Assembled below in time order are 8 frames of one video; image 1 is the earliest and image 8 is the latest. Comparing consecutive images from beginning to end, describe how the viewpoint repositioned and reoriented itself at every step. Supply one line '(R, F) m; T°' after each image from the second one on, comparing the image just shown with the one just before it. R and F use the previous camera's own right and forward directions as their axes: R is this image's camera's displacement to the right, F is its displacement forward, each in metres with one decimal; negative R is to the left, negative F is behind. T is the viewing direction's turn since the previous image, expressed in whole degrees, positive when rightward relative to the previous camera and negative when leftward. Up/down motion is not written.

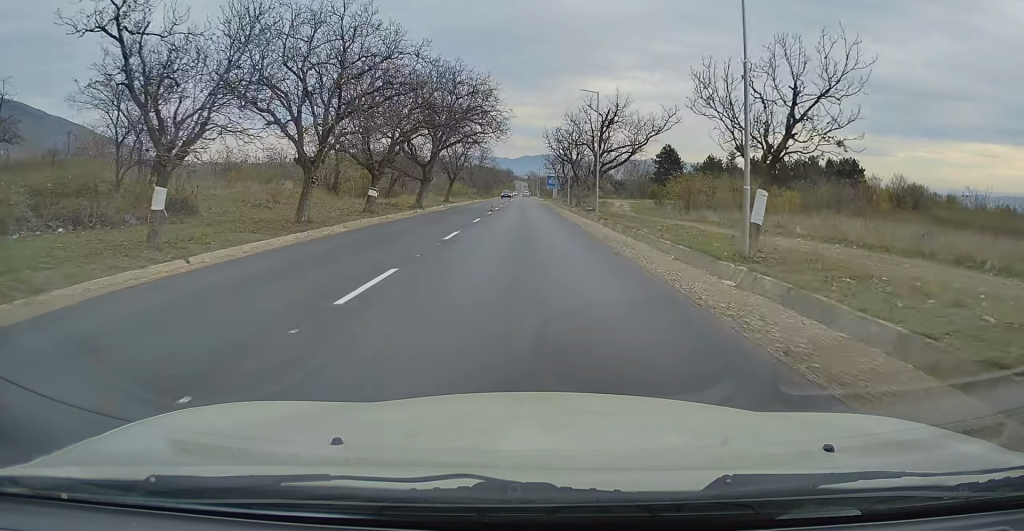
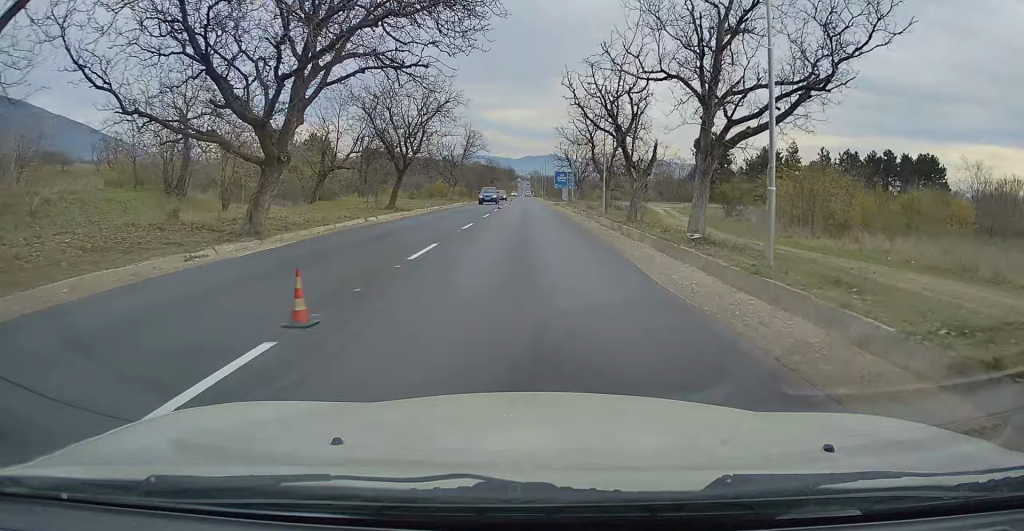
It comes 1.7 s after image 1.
(-0.2, +32.2) m; -1°
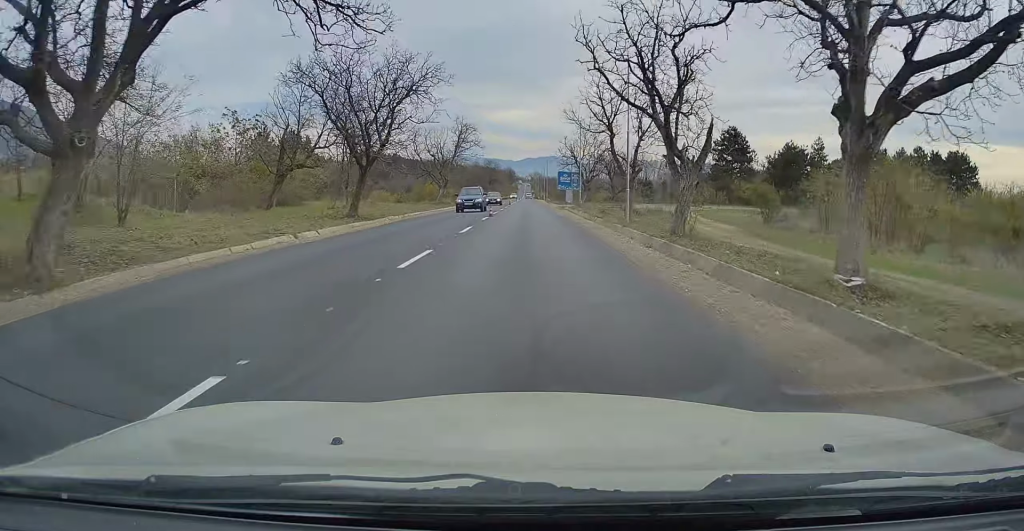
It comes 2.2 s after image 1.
(-0.2, +10.0) m; 0°
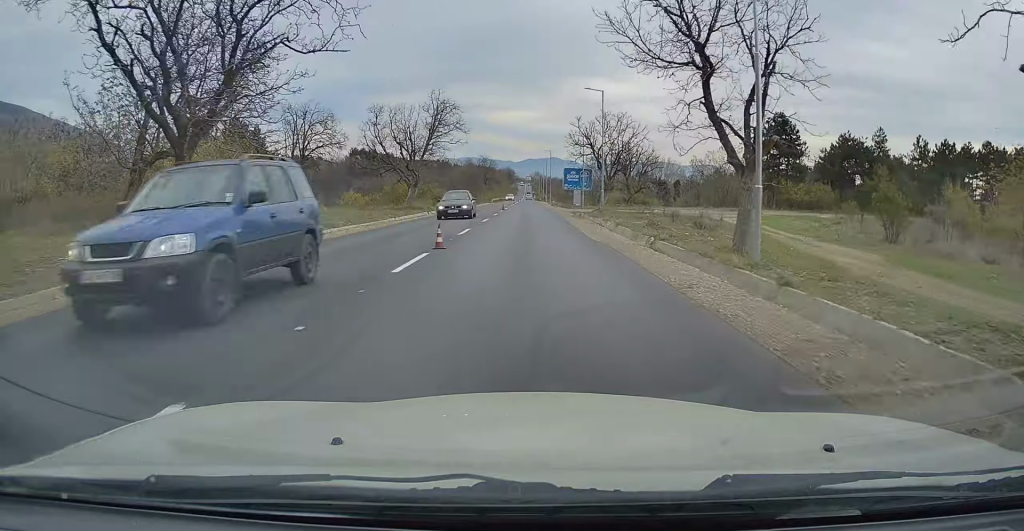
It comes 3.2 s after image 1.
(+0.3, +18.8) m; +1°
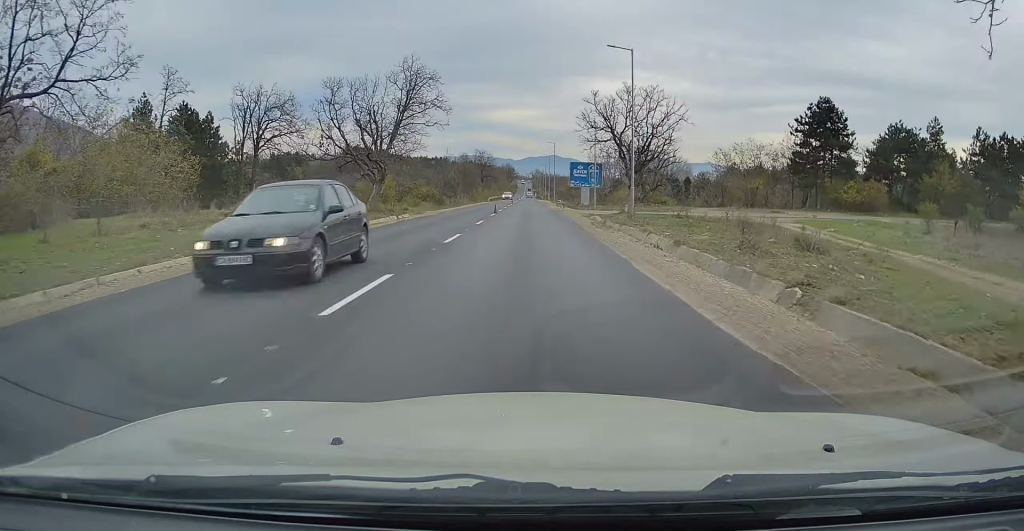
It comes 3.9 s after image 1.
(0.0, +12.5) m; 0°
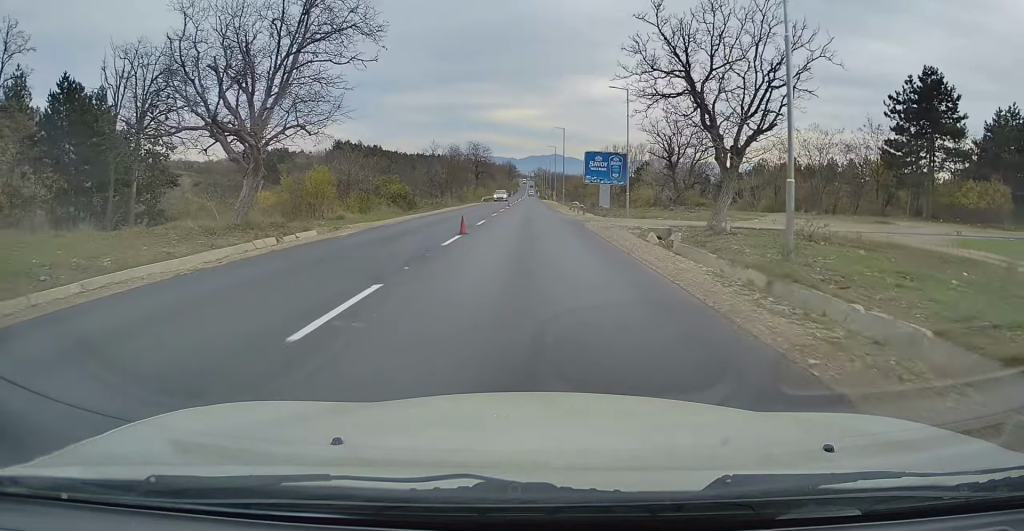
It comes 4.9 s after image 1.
(-0.2, +19.2) m; 0°
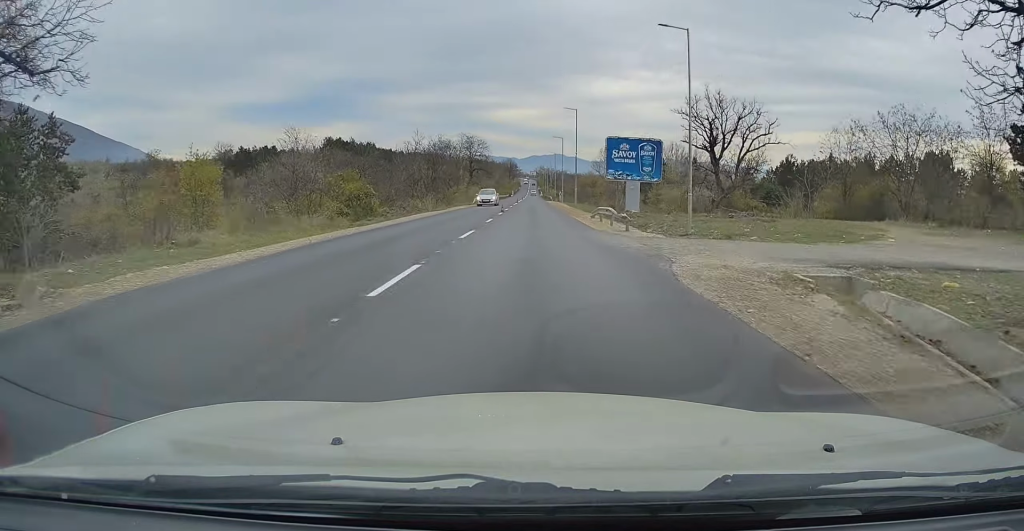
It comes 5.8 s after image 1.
(0.0, +16.0) m; 0°
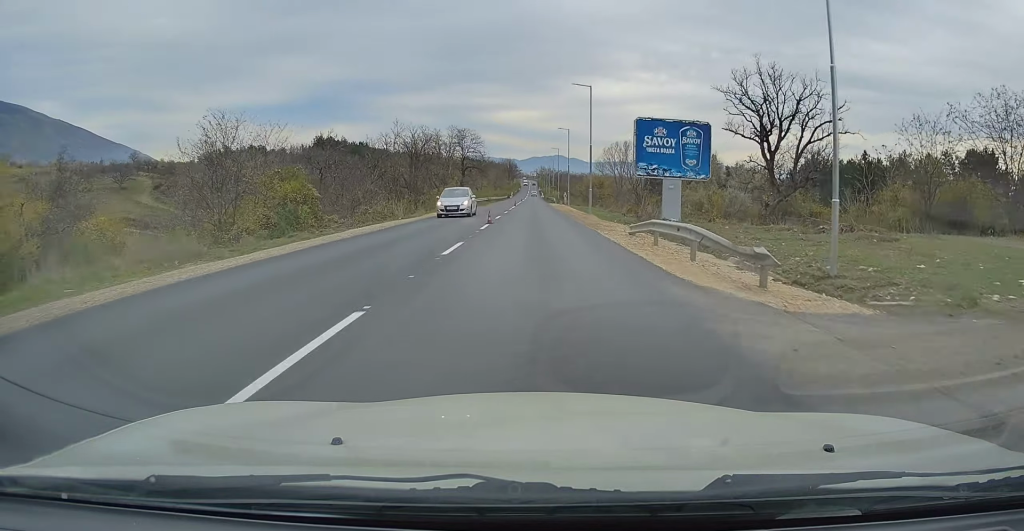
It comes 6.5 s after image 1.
(+0.1, +13.0) m; 0°
